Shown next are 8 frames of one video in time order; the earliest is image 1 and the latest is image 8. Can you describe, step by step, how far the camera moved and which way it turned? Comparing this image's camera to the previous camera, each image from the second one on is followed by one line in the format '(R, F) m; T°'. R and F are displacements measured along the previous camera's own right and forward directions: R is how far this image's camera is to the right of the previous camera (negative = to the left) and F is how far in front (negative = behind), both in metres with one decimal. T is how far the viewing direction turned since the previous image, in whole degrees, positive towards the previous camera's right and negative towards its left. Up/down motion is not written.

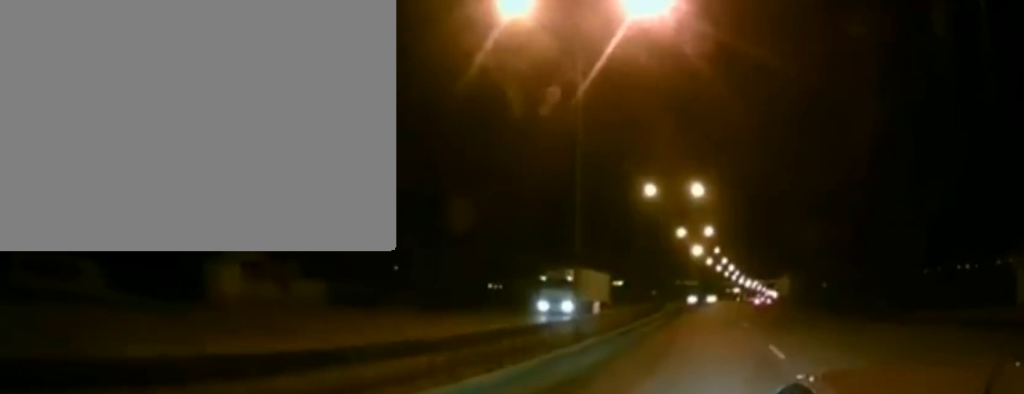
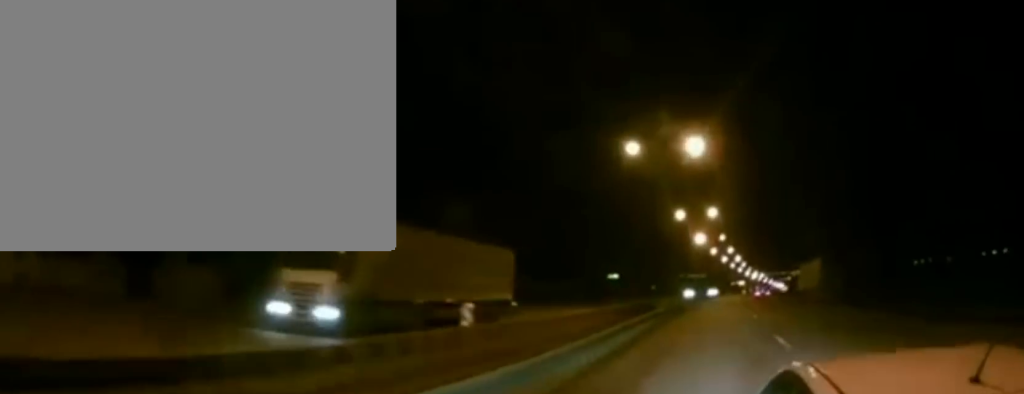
(0.0, +15.4) m; 0°
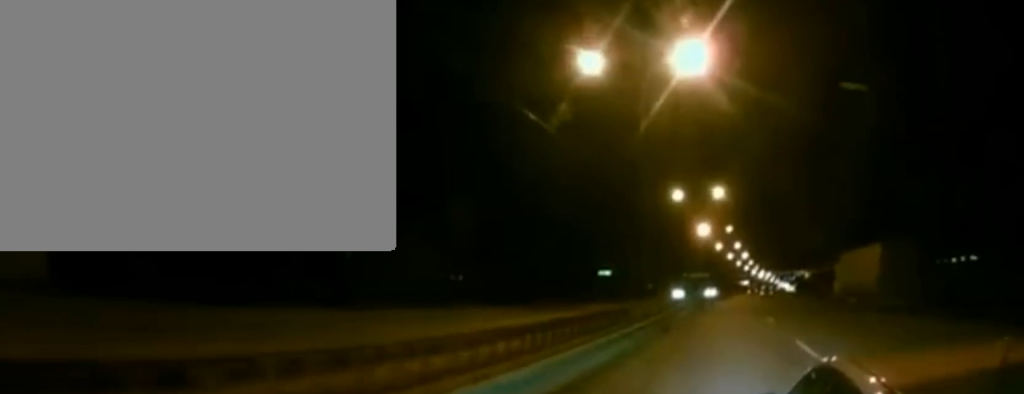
(0.0, +18.5) m; 0°
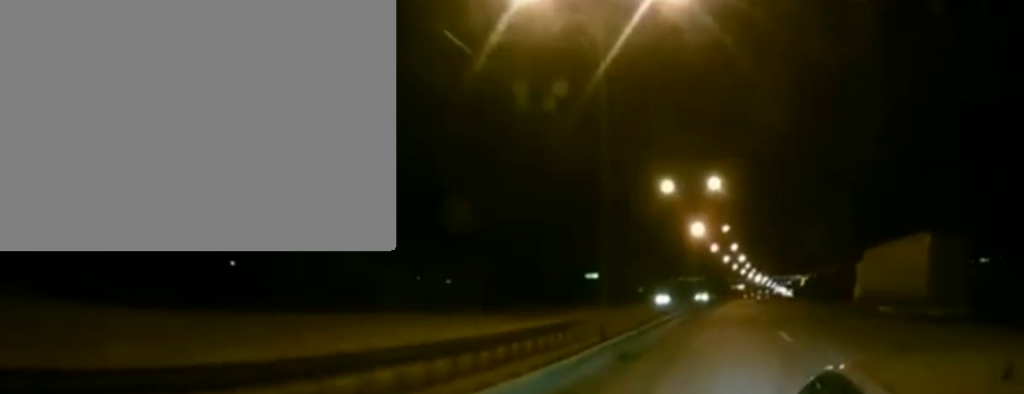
(0.0, +8.6) m; 0°
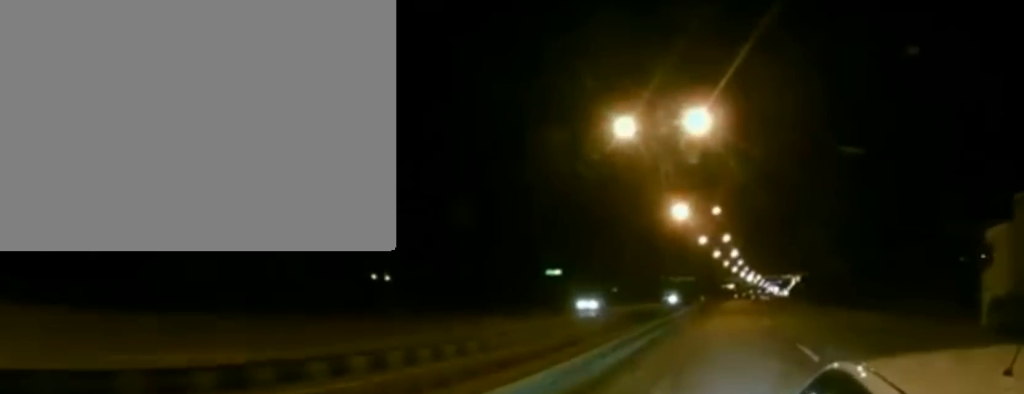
(+0.2, +22.6) m; +1°
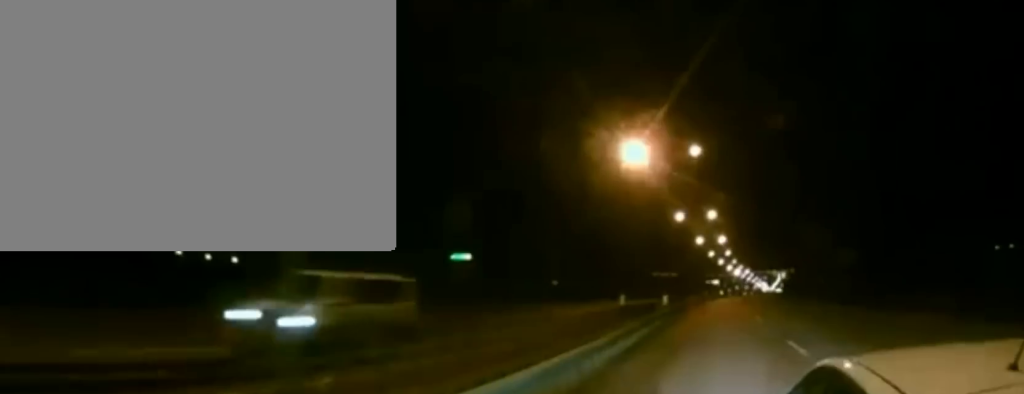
(+0.4, +33.0) m; +1°
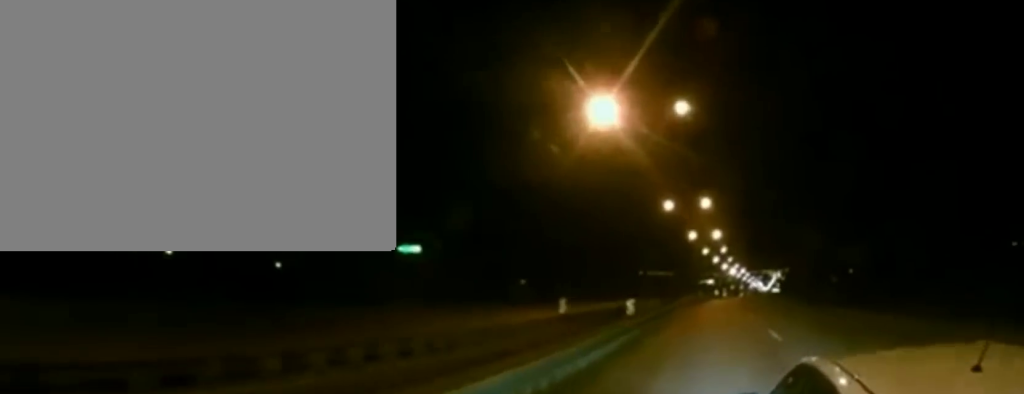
(+0.1, +11.8) m; +2°
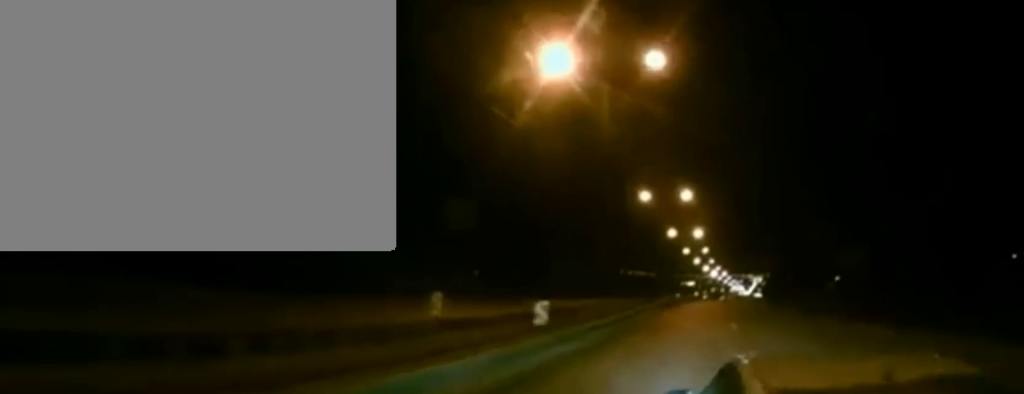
(0.0, +7.6) m; +1°
